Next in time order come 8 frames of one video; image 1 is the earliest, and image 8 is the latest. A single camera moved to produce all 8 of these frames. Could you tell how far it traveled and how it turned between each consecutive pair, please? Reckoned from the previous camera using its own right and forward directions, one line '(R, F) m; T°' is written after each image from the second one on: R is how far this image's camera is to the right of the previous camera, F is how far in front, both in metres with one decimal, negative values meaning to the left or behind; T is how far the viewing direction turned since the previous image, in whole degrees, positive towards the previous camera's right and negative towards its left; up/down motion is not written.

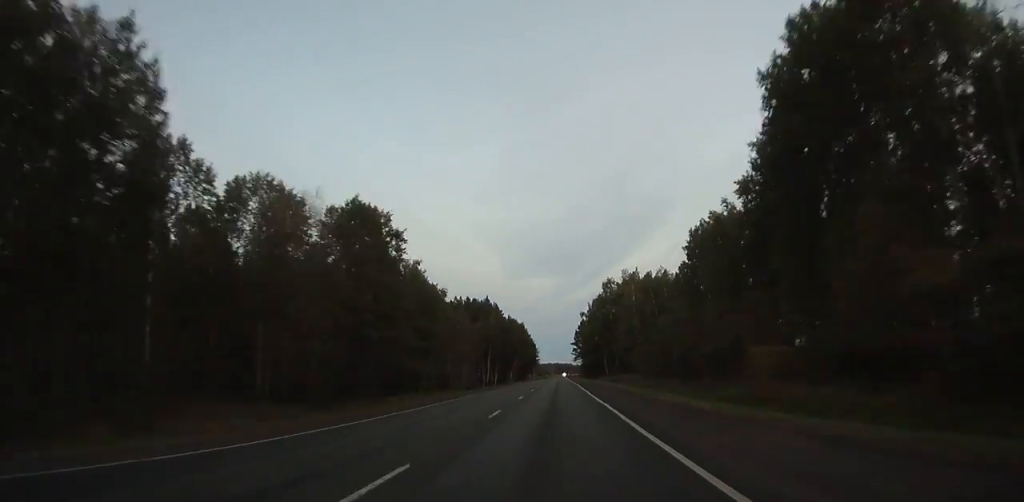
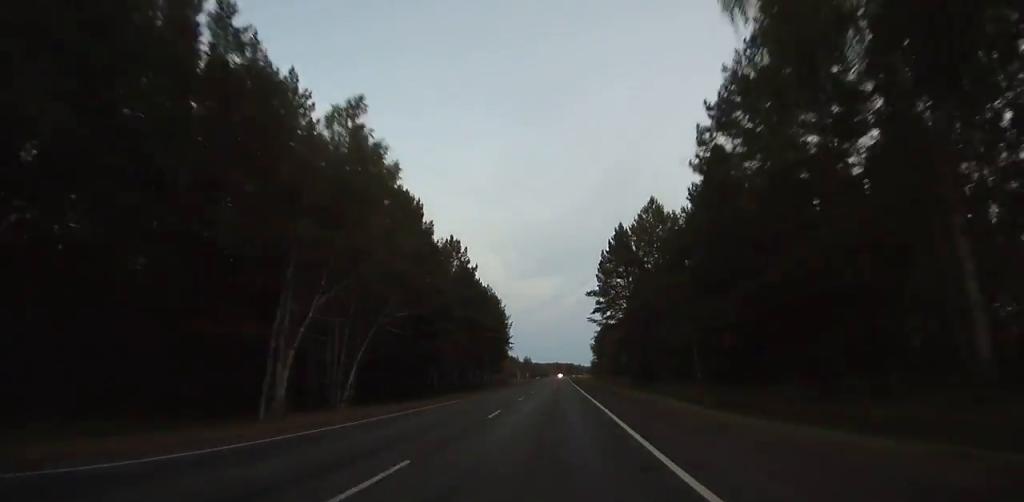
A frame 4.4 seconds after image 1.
(-0.1, +129.8) m; 0°
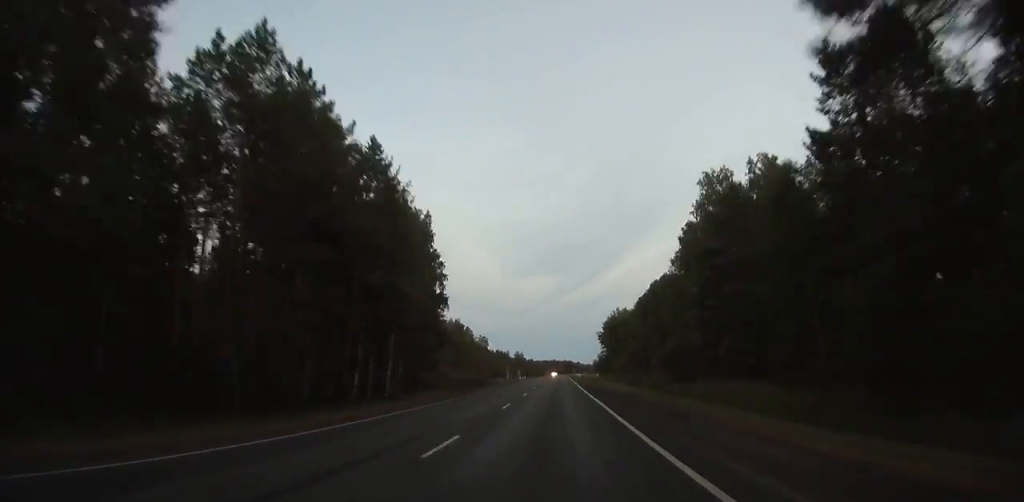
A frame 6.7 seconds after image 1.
(+0.1, +67.1) m; 0°
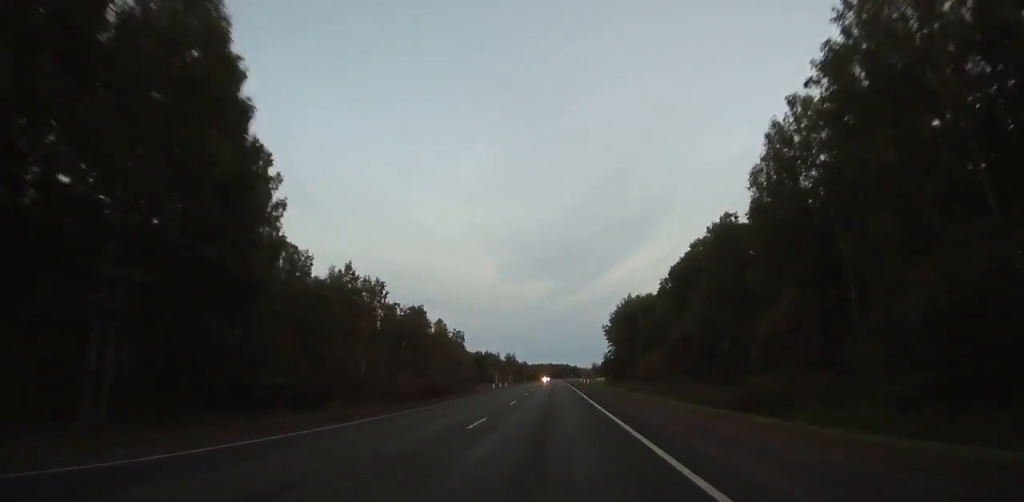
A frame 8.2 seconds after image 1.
(+0.1, +43.5) m; 0°
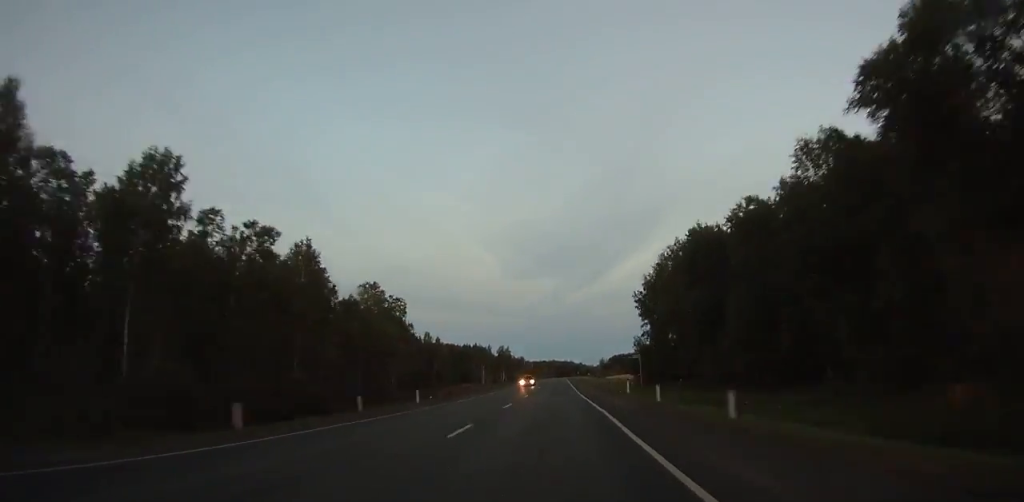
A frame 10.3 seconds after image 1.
(+0.2, +60.7) m; 0°
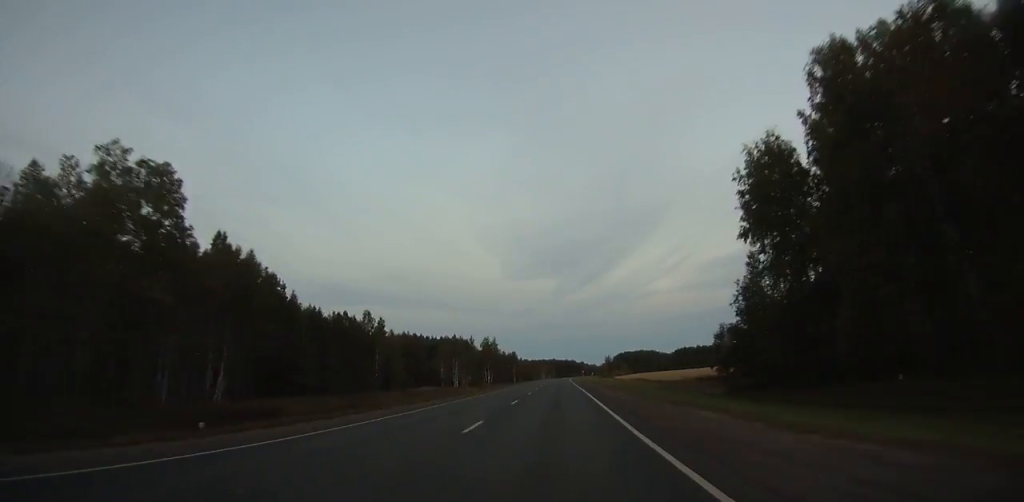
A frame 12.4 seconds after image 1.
(-0.1, +60.2) m; 0°
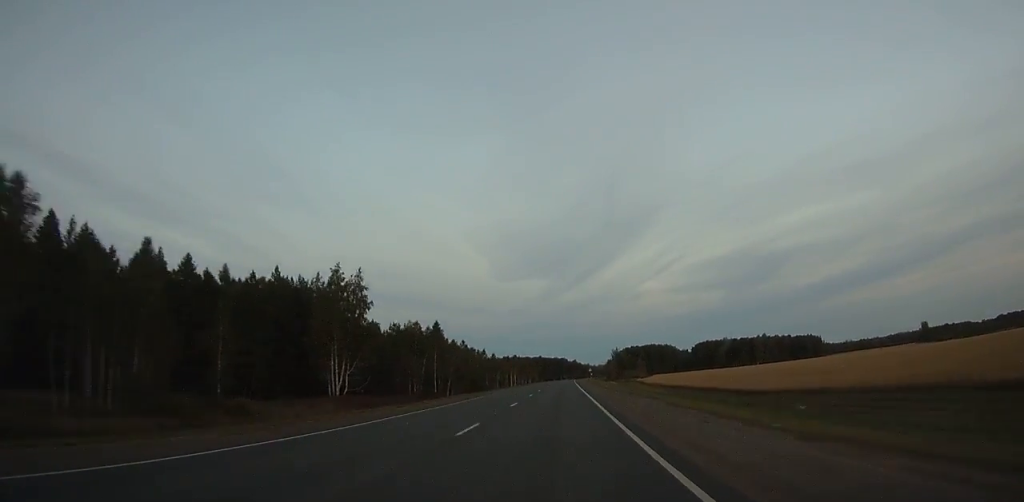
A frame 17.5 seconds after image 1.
(-0.6, +145.9) m; 0°
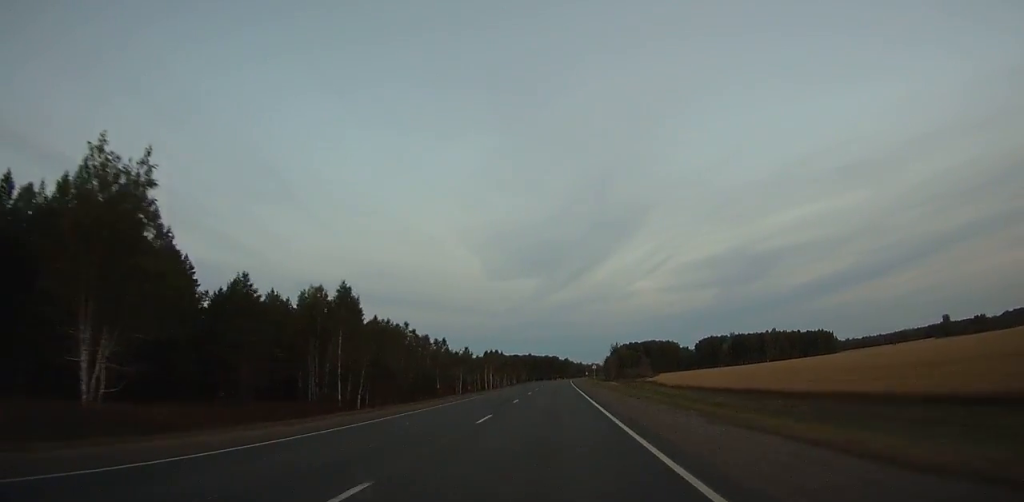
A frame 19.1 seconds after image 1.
(-0.8, +46.1) m; 0°
